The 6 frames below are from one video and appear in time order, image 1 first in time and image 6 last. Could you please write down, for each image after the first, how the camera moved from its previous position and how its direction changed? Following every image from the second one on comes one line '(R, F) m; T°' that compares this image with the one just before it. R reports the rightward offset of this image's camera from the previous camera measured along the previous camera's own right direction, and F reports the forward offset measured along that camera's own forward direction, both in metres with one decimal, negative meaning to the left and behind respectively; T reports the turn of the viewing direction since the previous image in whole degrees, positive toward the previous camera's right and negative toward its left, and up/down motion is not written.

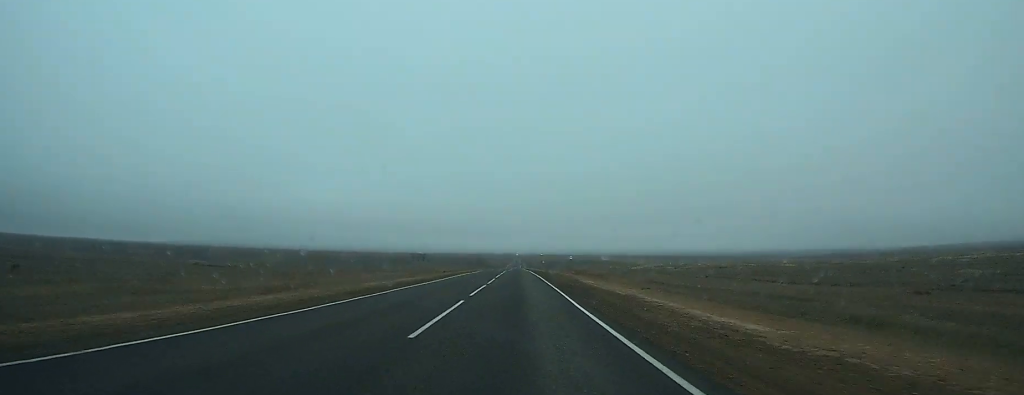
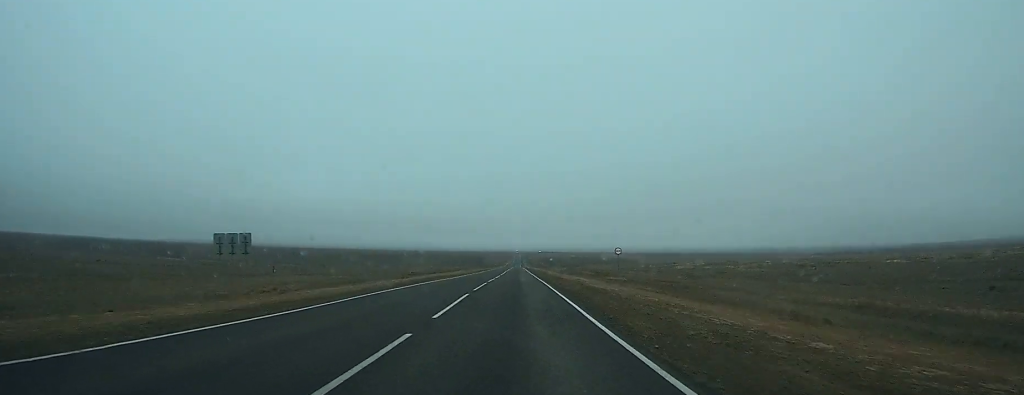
(+0.1, +56.1) m; 0°
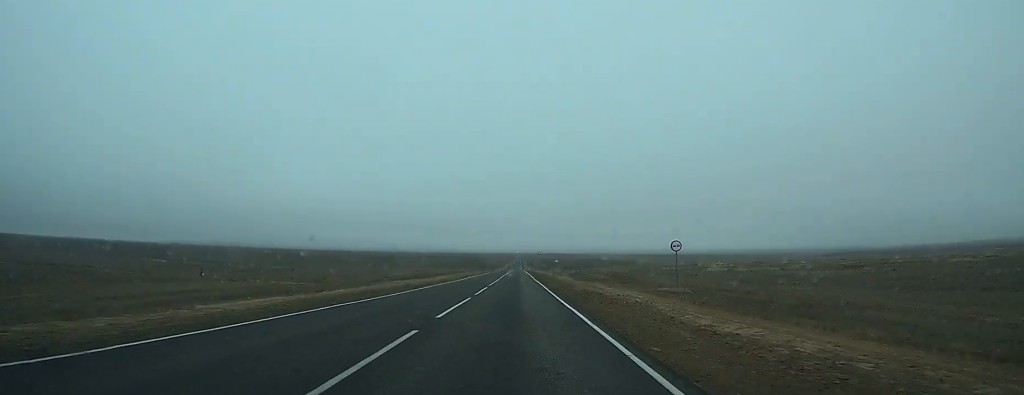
(0.0, +23.9) m; 0°
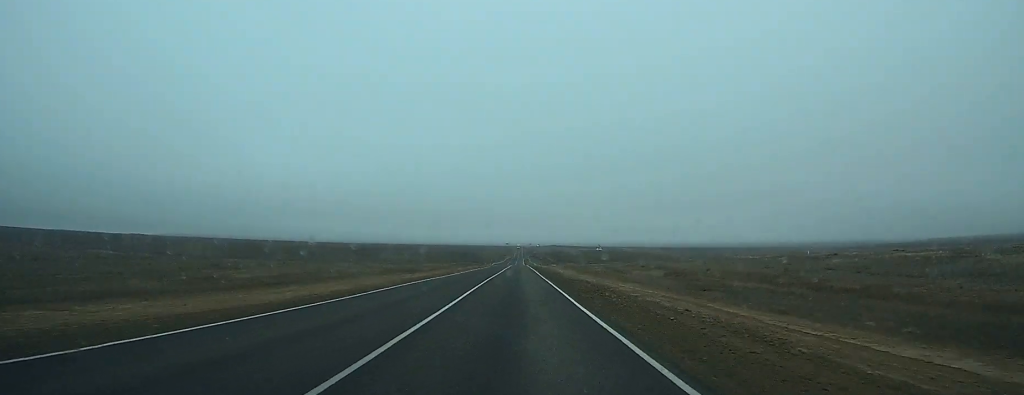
(-0.1, +79.9) m; 0°
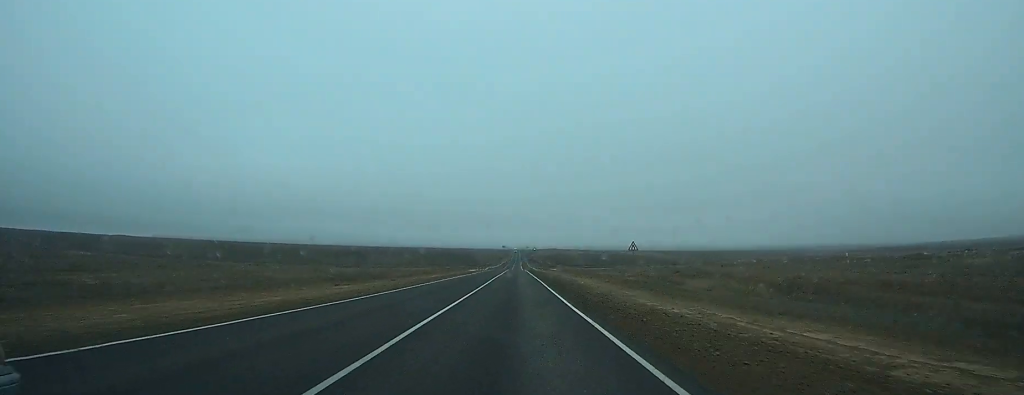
(+0.1, +23.0) m; 0°
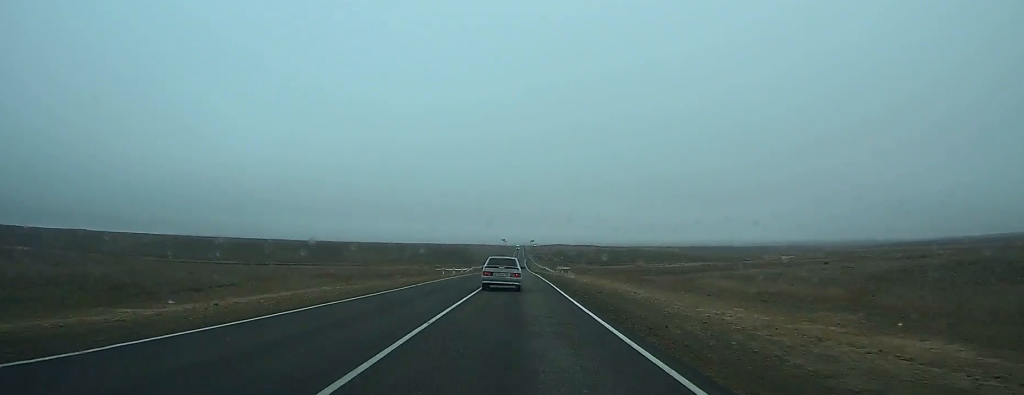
(-0.4, +67.0) m; 0°
